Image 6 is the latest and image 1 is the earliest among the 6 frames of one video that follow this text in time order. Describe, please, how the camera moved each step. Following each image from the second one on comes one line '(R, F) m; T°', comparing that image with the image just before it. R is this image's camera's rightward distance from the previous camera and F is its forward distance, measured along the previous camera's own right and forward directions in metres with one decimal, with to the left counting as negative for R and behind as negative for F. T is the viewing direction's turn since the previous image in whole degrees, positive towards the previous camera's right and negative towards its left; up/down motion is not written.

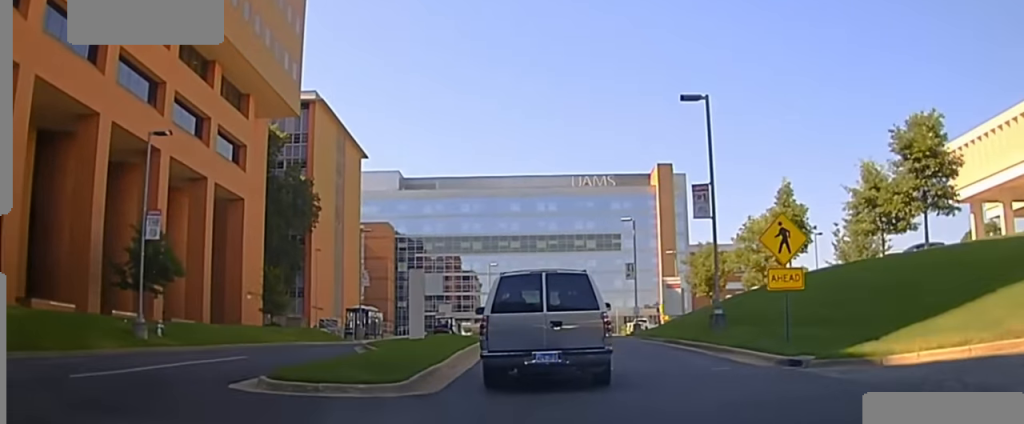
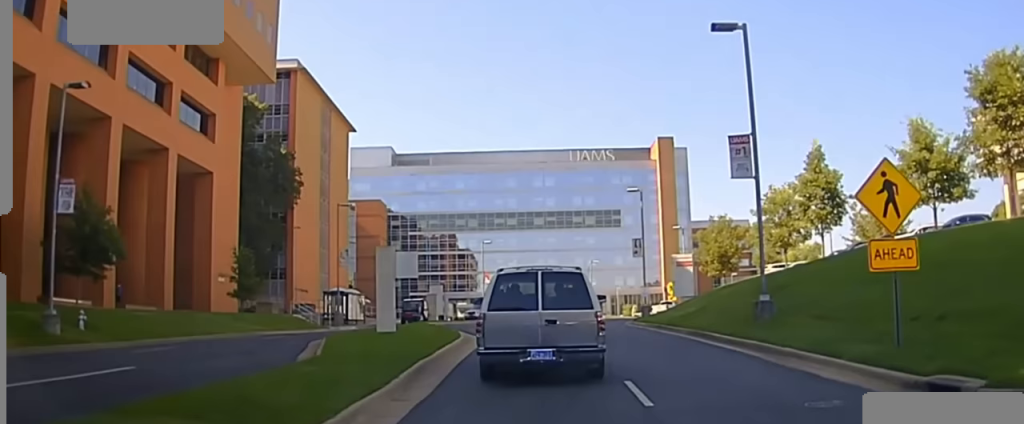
(0.0, +6.4) m; 0°
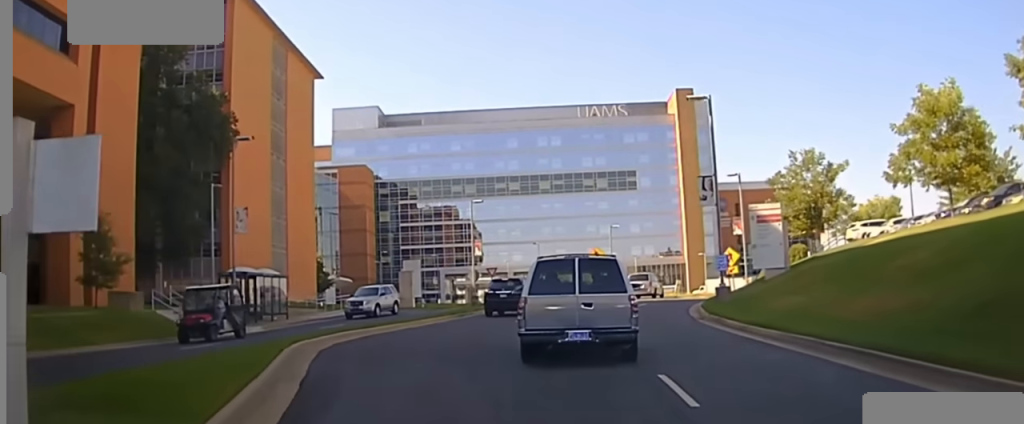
(+1.4, +20.8) m; +11°
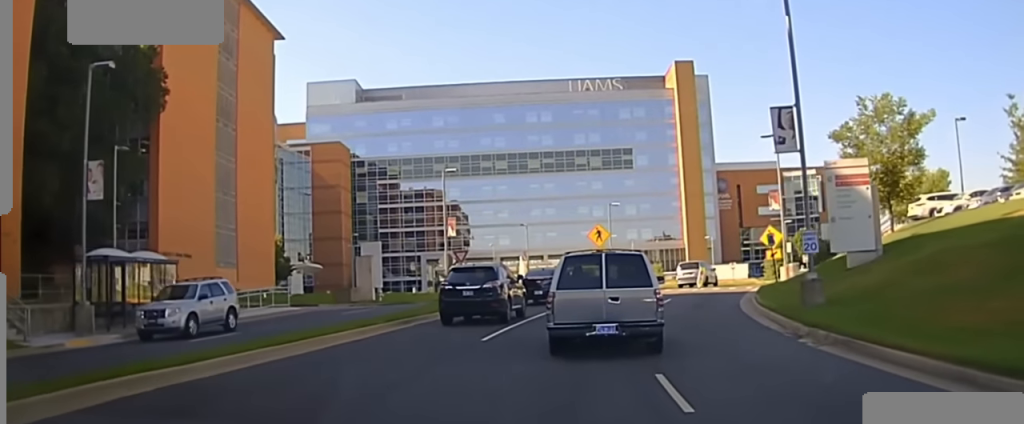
(+0.6, +14.0) m; +3°
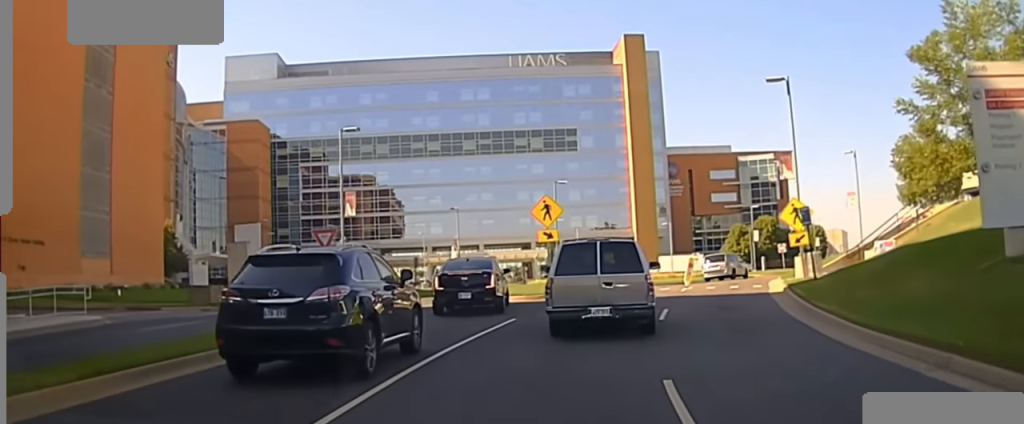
(-0.3, +15.4) m; 0°
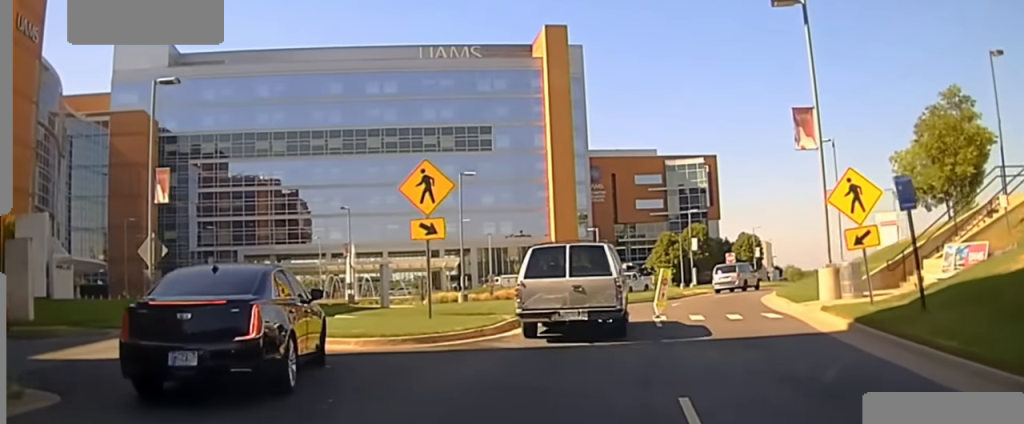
(+0.6, +13.7) m; +8°
